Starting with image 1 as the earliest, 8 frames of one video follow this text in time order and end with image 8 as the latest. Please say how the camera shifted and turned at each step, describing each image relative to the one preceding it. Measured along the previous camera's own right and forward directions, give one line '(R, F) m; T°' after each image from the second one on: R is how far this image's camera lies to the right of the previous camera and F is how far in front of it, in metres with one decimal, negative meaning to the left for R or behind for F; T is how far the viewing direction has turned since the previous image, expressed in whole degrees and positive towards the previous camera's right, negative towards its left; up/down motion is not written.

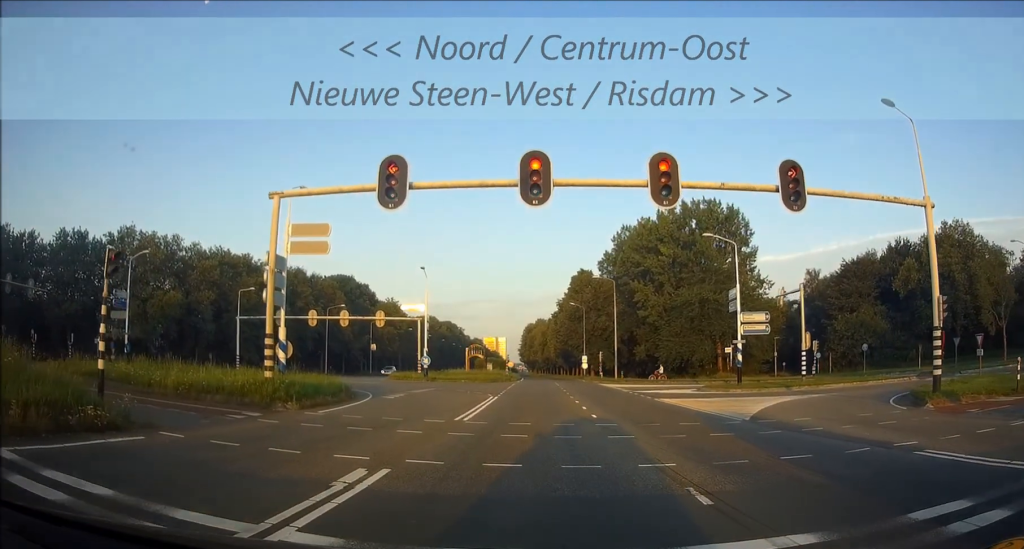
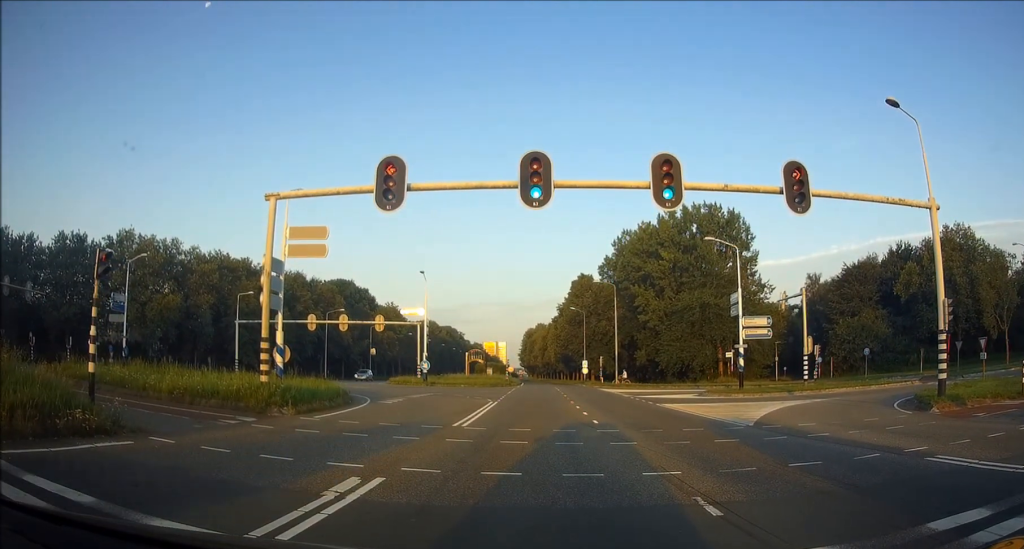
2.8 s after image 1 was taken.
(+0.2, +7.3) m; 0°
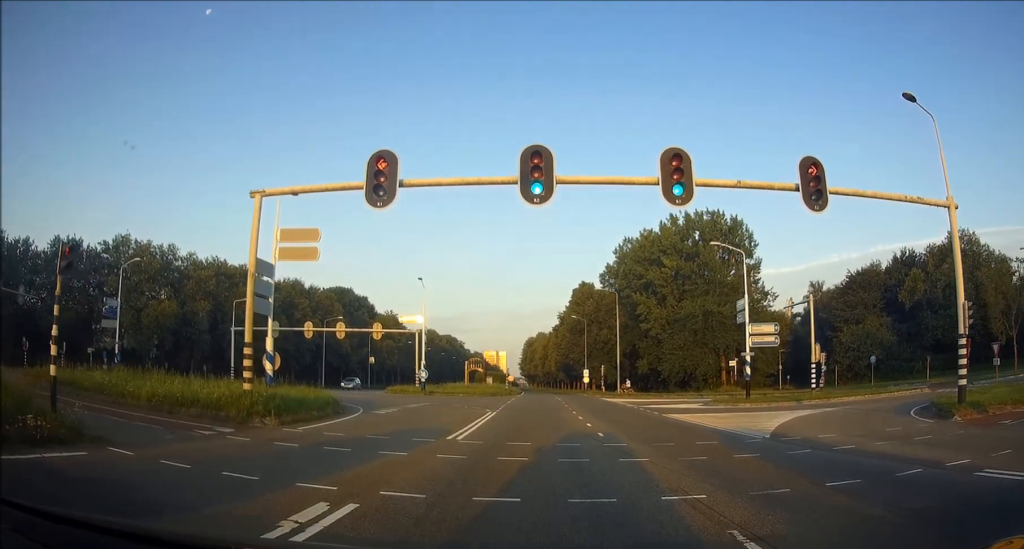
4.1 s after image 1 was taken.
(-0.1, +5.5) m; -1°
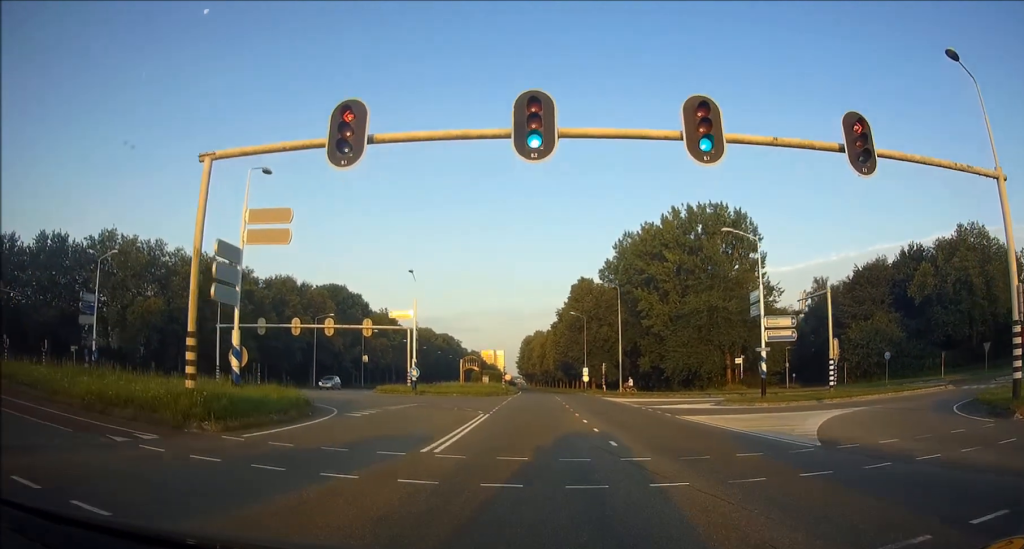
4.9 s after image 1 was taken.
(0.0, +3.8) m; -1°
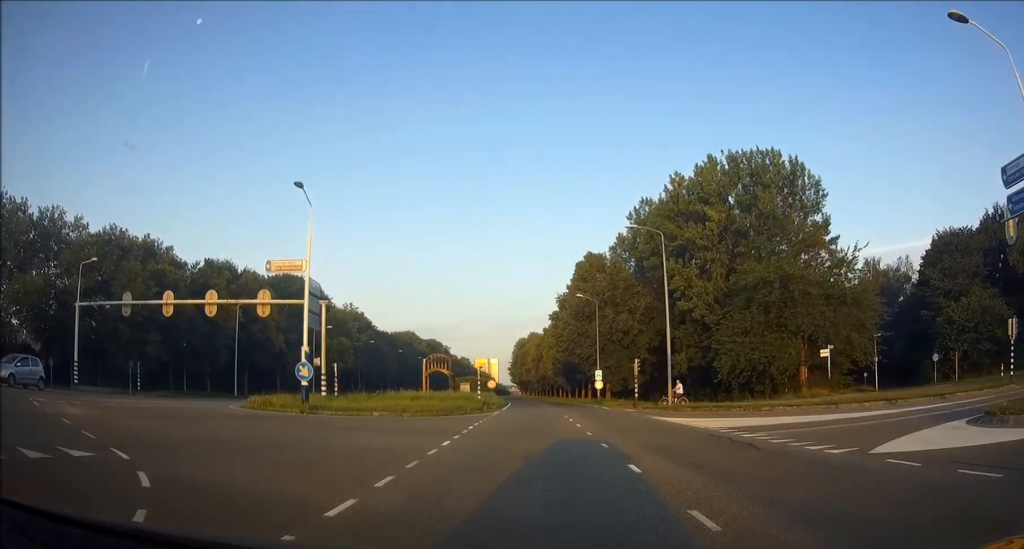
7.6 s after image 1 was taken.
(-0.1, +25.3) m; 0°
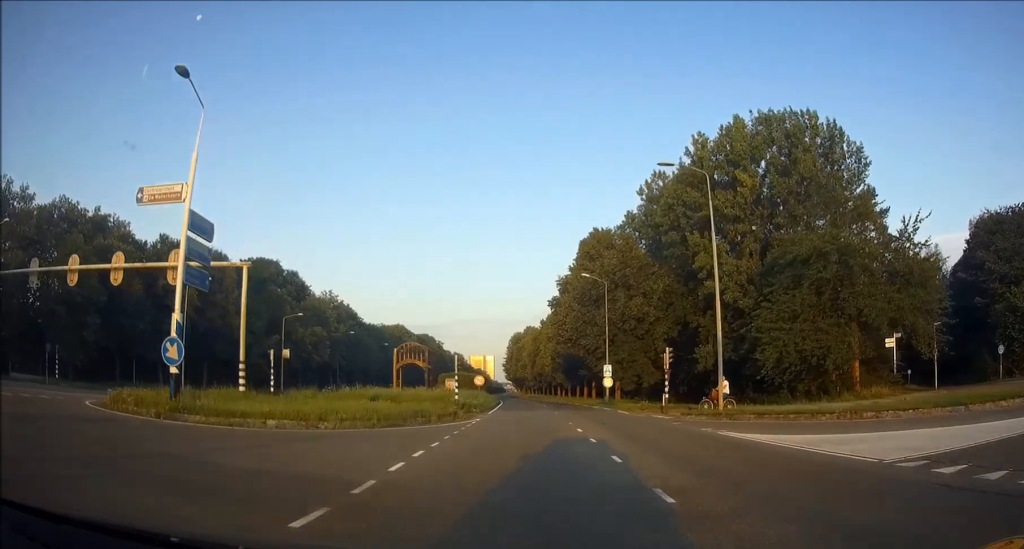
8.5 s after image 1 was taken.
(-0.1, +11.0) m; 0°
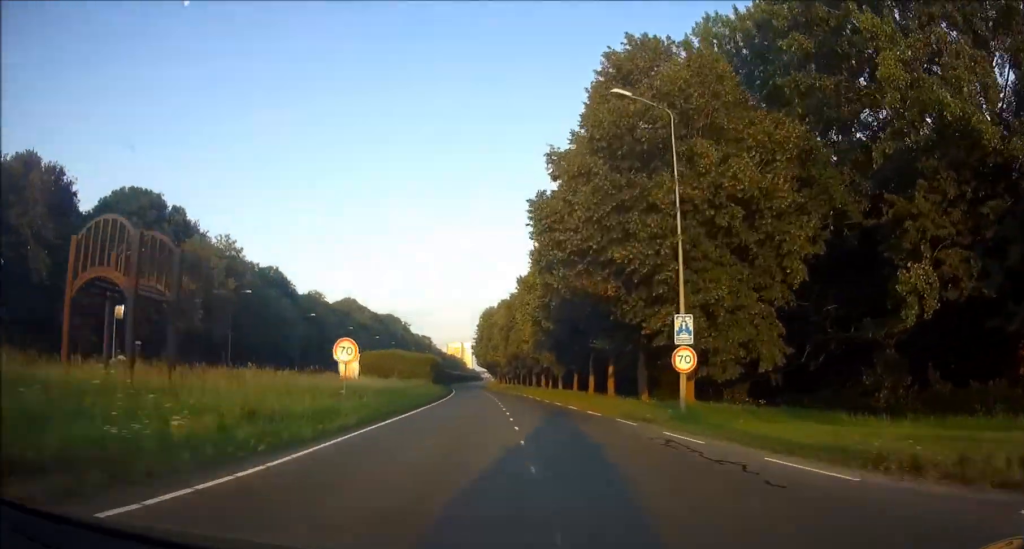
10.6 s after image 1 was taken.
(+0.4, +32.7) m; -1°
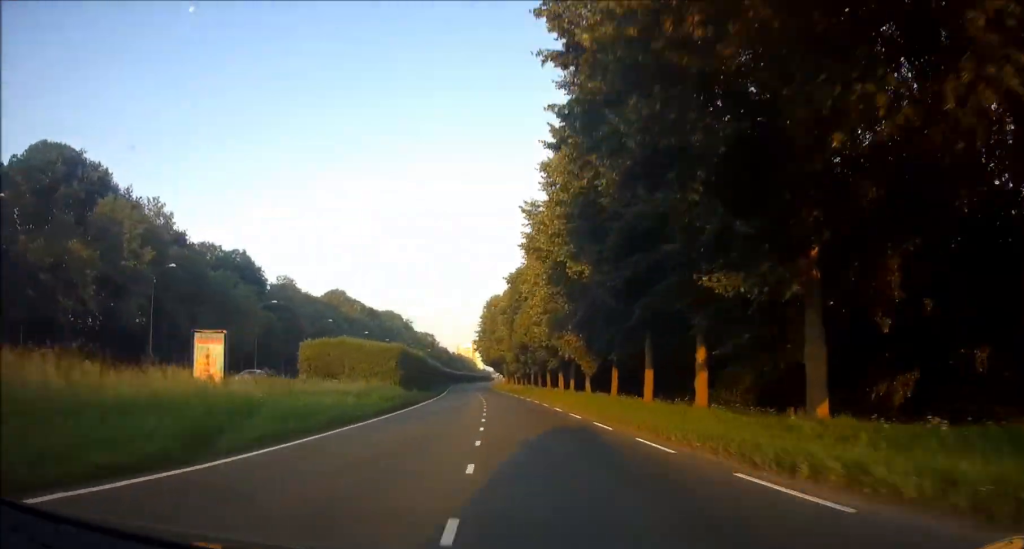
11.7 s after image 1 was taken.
(-0.3, +20.2) m; -1°
